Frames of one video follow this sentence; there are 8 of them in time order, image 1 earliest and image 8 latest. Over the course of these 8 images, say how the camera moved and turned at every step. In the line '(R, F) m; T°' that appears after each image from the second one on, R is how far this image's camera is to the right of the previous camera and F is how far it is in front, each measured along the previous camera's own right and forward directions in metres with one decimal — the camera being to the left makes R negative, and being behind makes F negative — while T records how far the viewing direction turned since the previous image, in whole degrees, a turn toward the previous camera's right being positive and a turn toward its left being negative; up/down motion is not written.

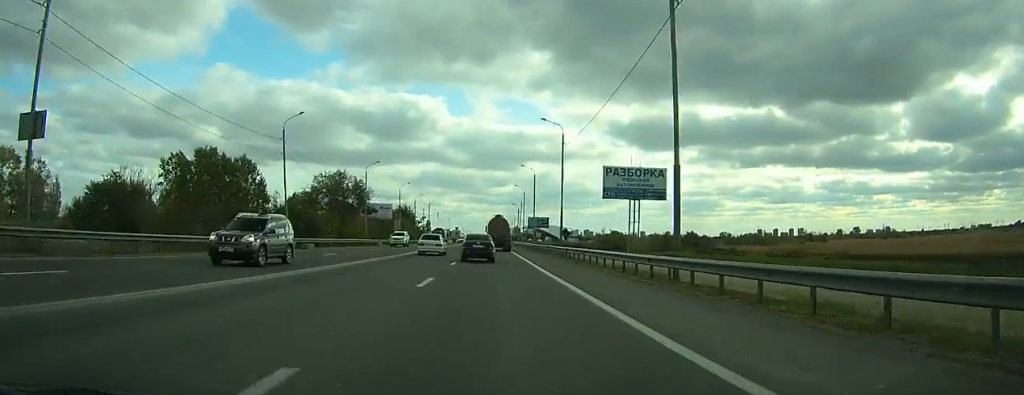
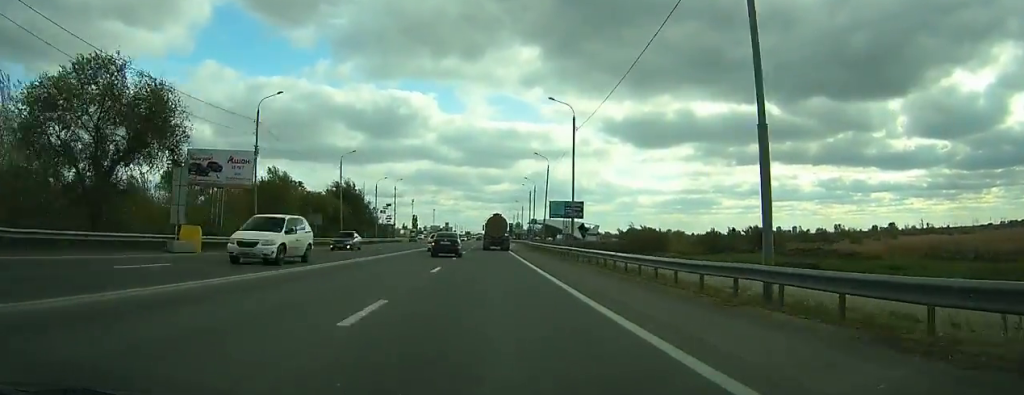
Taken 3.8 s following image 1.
(-0.1, +67.1) m; 0°
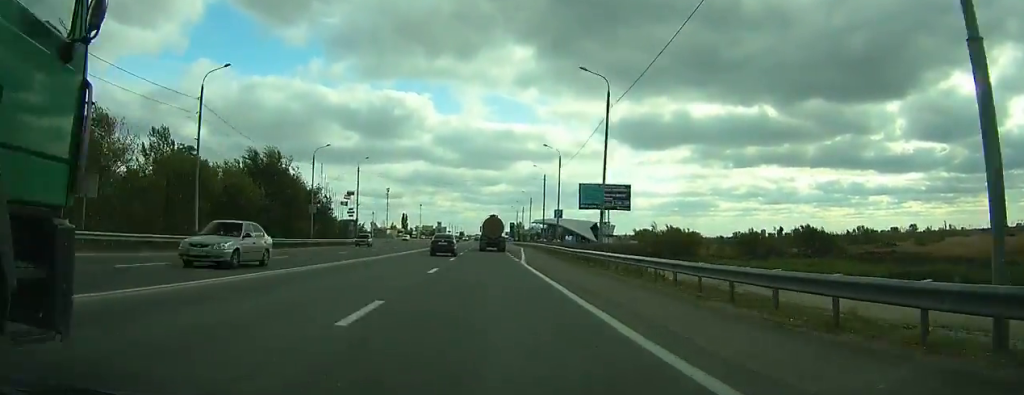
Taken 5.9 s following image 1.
(0.0, +36.6) m; 0°
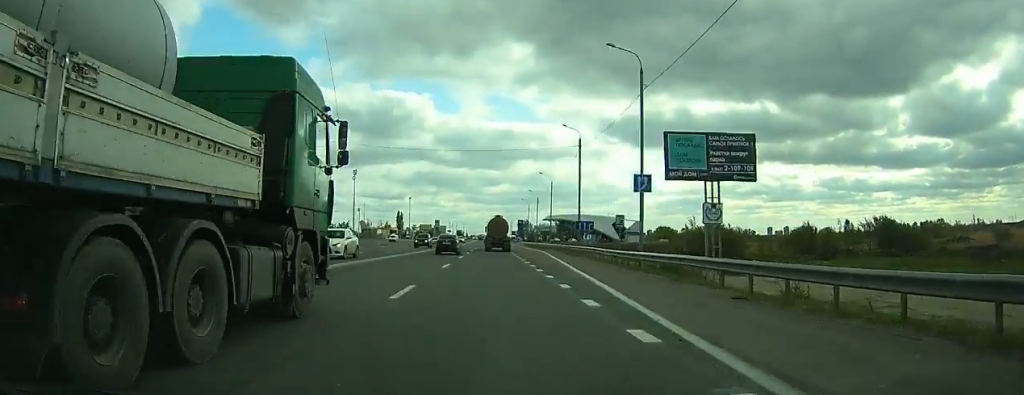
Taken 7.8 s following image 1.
(0.0, +32.9) m; 0°
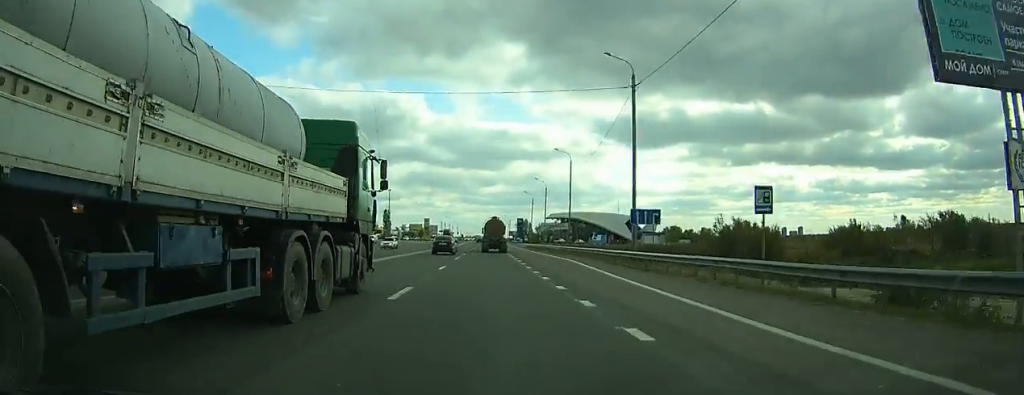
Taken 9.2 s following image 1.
(-0.1, +24.2) m; 0°
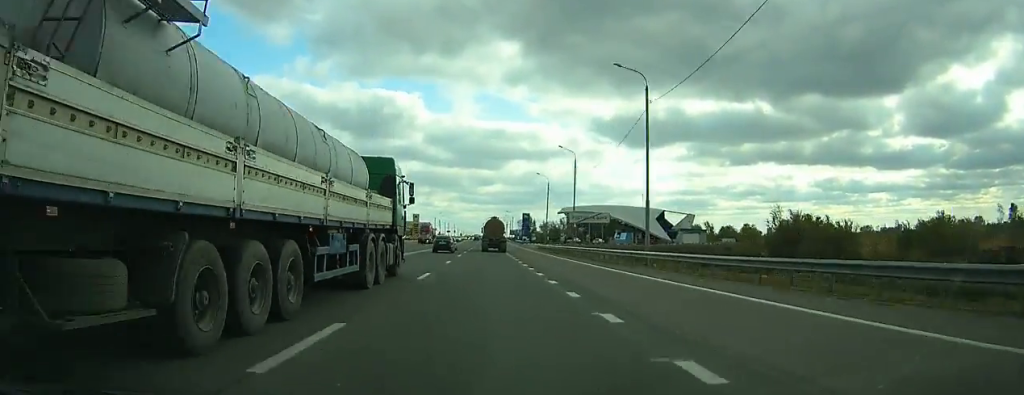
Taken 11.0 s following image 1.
(+0.1, +31.3) m; 0°
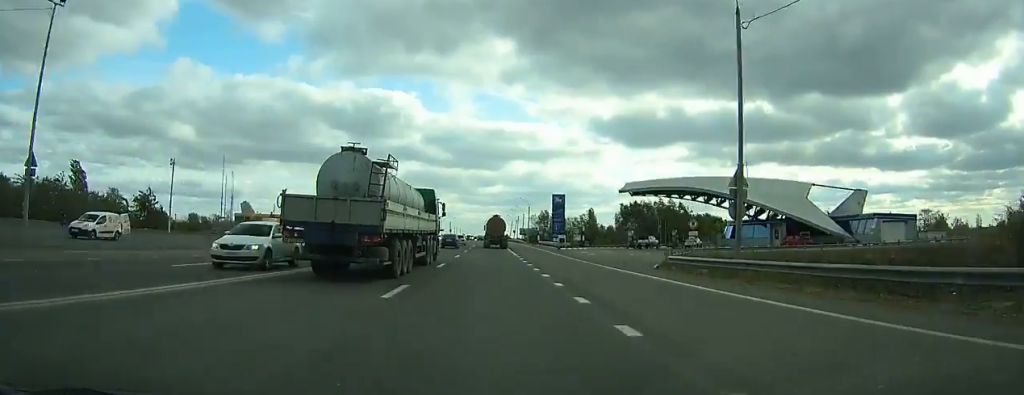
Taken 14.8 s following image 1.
(+0.2, +67.2) m; 0°
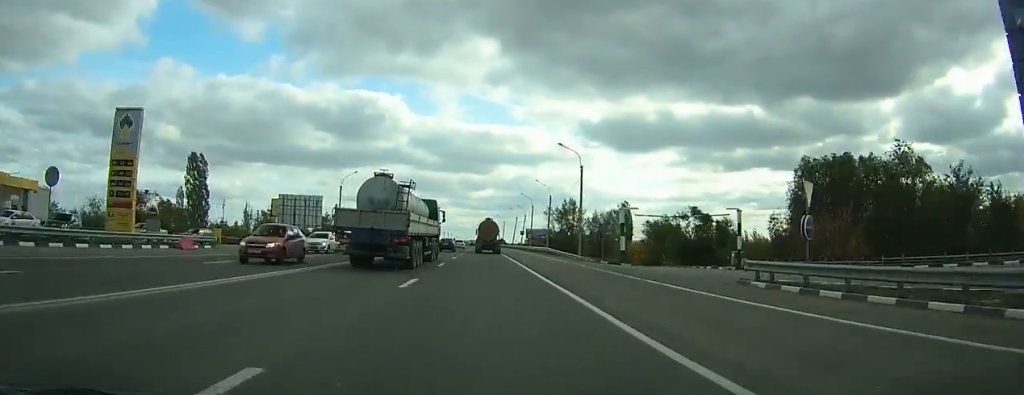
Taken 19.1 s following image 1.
(-0.1, +79.8) m; 0°
